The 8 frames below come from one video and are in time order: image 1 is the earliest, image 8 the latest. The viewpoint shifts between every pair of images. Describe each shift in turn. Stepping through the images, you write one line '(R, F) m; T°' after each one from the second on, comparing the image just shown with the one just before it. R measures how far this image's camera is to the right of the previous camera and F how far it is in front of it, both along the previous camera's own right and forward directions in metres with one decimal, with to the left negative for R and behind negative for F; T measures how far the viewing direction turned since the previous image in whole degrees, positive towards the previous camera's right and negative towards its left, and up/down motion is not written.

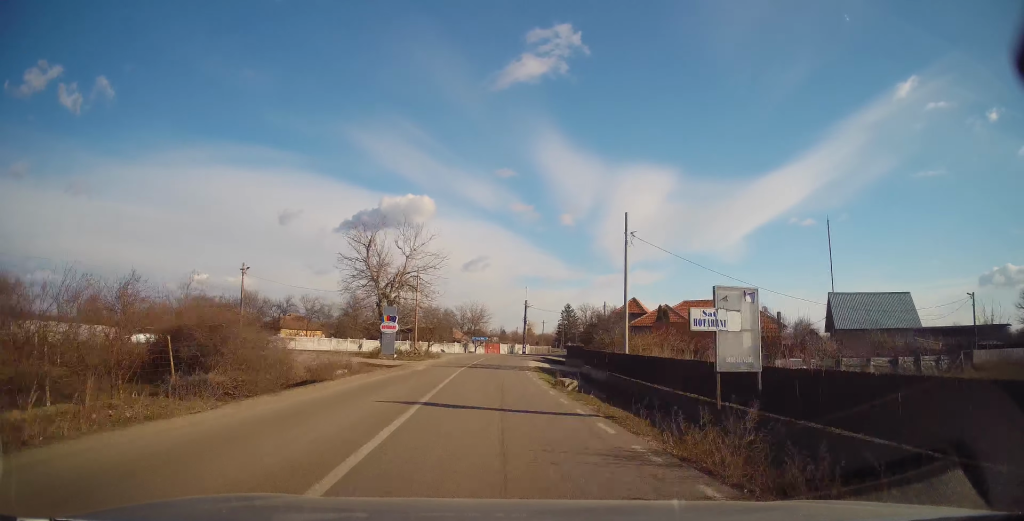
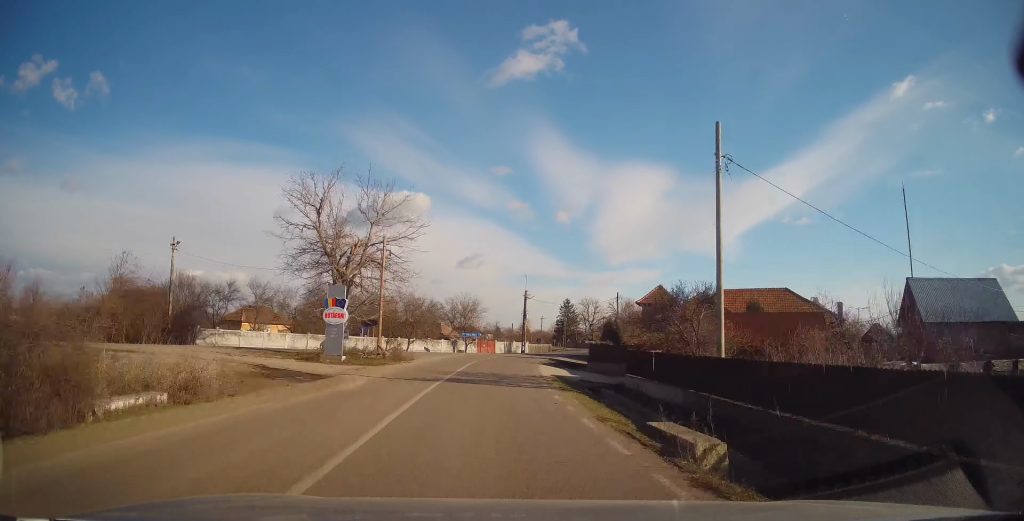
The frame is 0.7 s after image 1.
(-0.2, +11.8) m; -1°
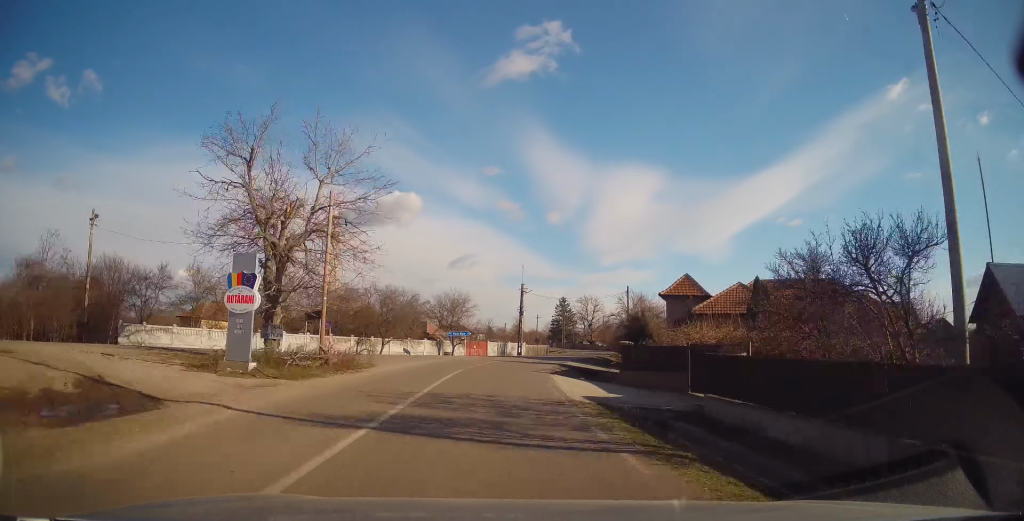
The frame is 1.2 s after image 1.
(-0.1, +8.9) m; 0°
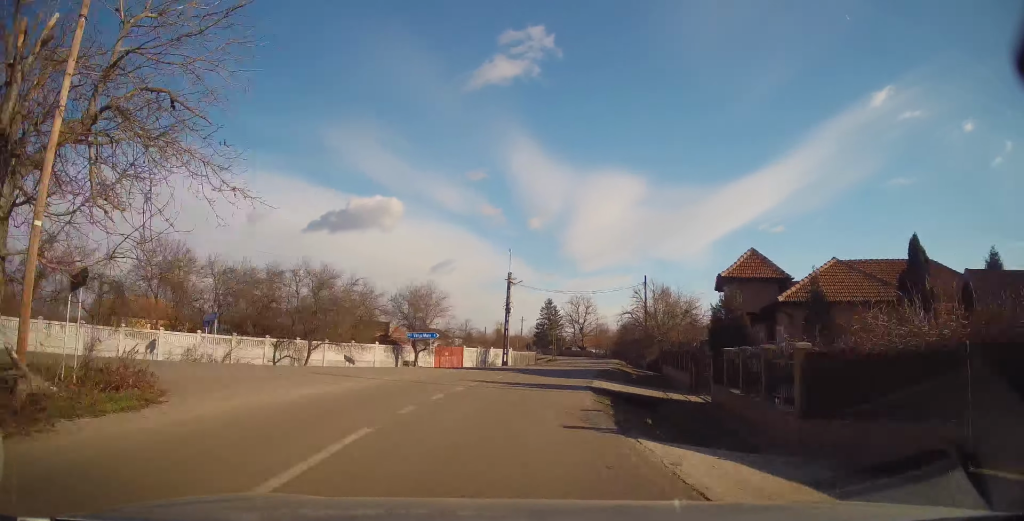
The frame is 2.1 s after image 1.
(+0.1, +14.2) m; +3°
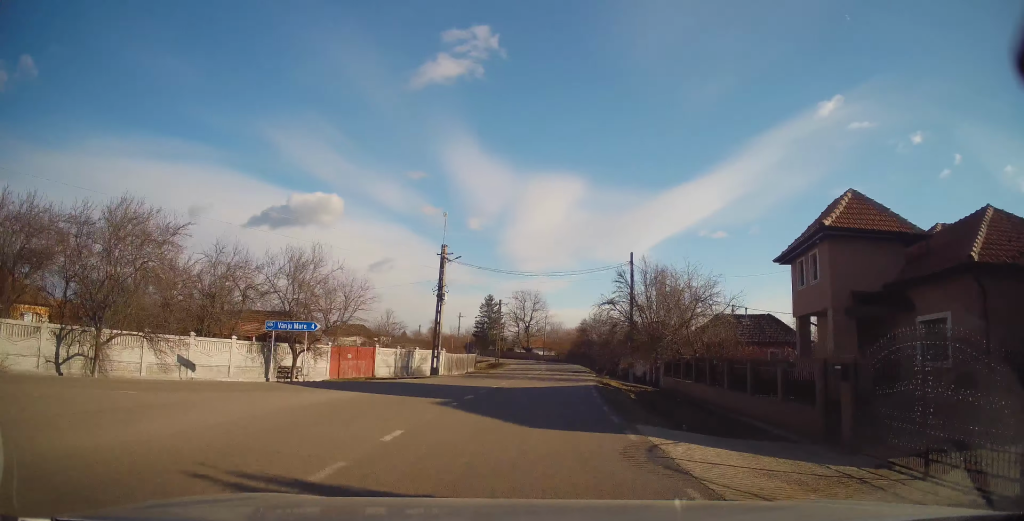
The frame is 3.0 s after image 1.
(+0.6, +14.0) m; +6°
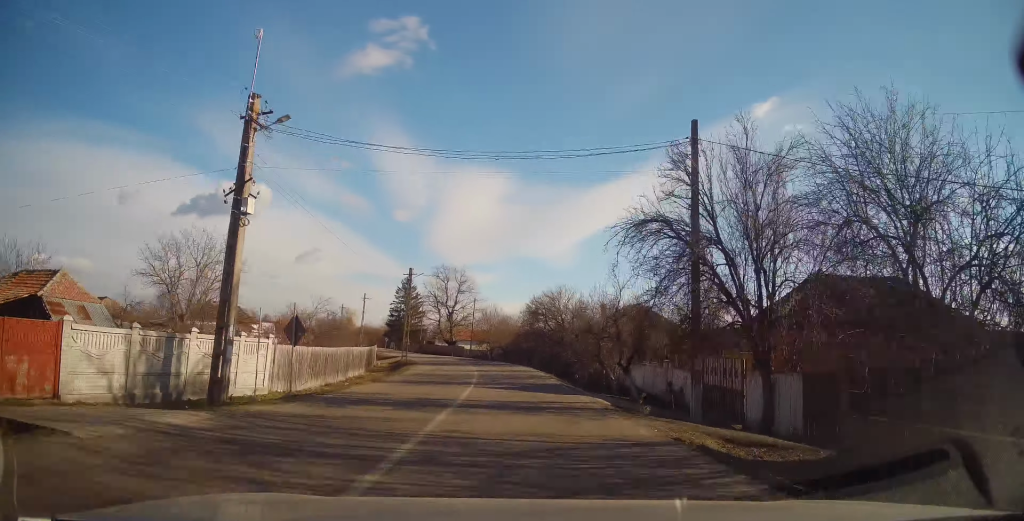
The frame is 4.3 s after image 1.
(+2.0, +19.9) m; +8°
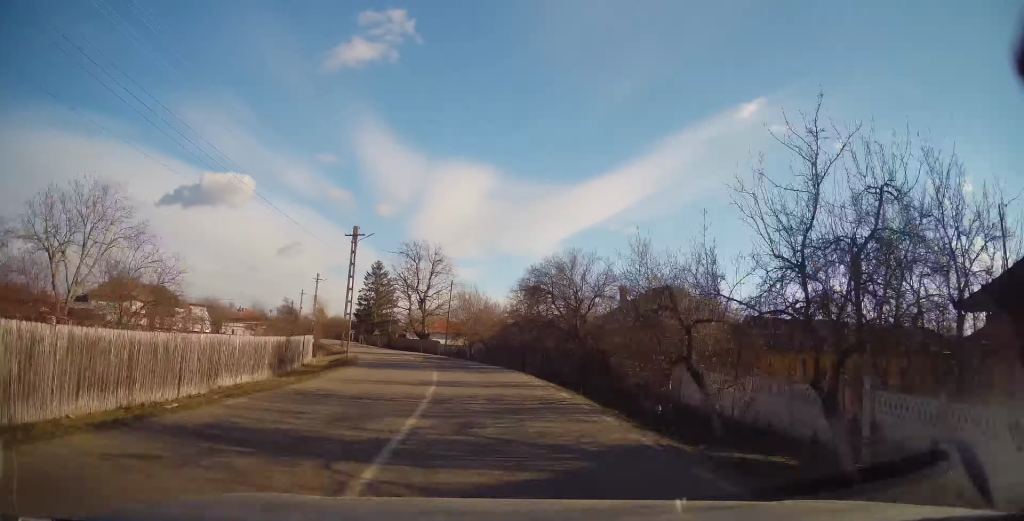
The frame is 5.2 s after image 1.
(+0.4, +12.9) m; 0°
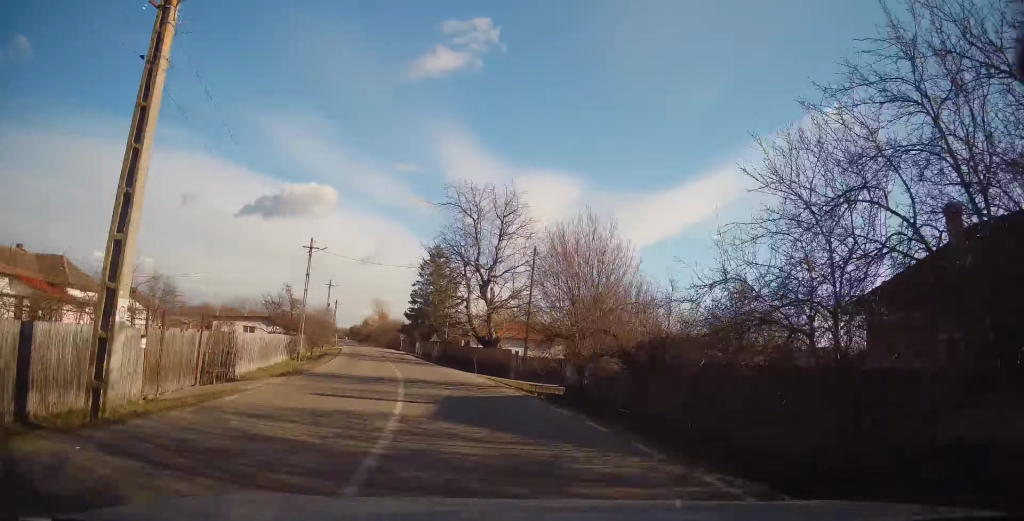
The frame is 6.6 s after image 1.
(-1.3, +23.7) m; -6°
